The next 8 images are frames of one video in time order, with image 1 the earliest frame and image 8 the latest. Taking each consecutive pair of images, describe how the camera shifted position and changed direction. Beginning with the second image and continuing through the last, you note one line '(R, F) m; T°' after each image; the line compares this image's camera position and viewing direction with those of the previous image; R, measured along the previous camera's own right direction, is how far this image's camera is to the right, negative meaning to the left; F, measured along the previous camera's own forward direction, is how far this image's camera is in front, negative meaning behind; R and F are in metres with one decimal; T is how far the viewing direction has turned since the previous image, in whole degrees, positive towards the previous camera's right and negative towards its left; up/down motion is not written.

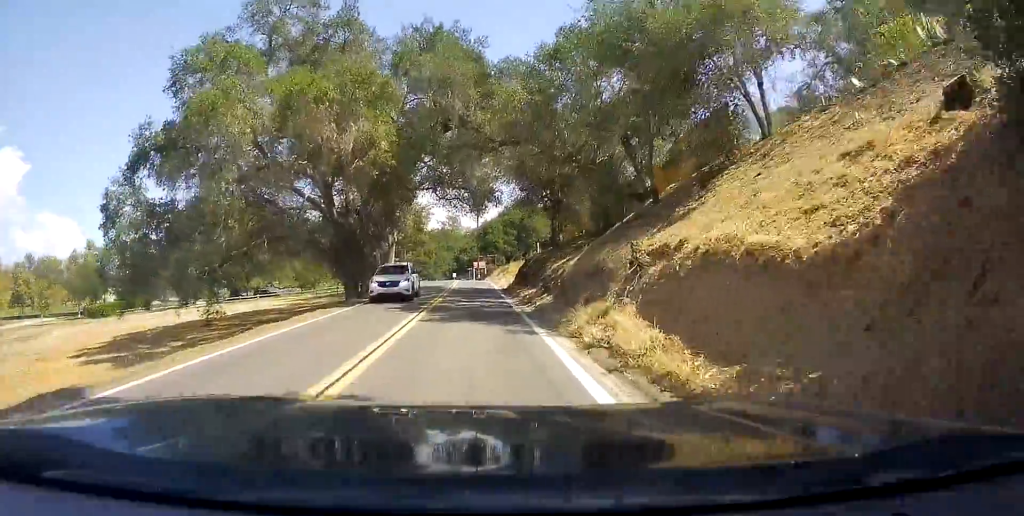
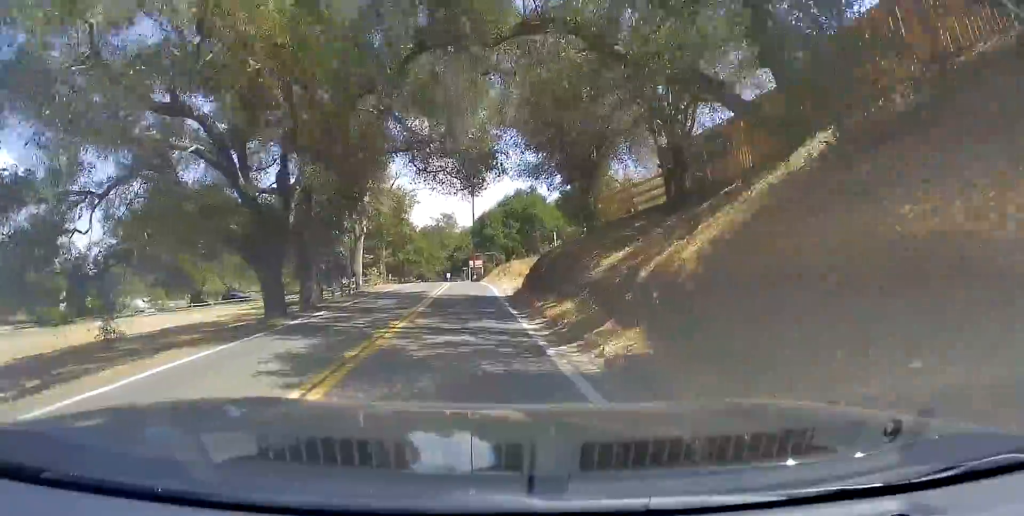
(+0.4, +12.0) m; +4°
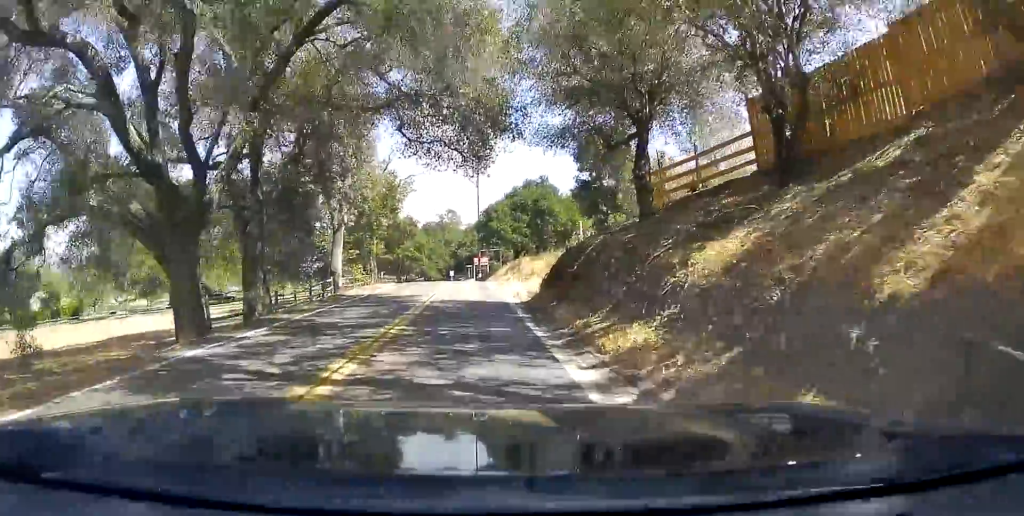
(+0.5, +6.9) m; +1°
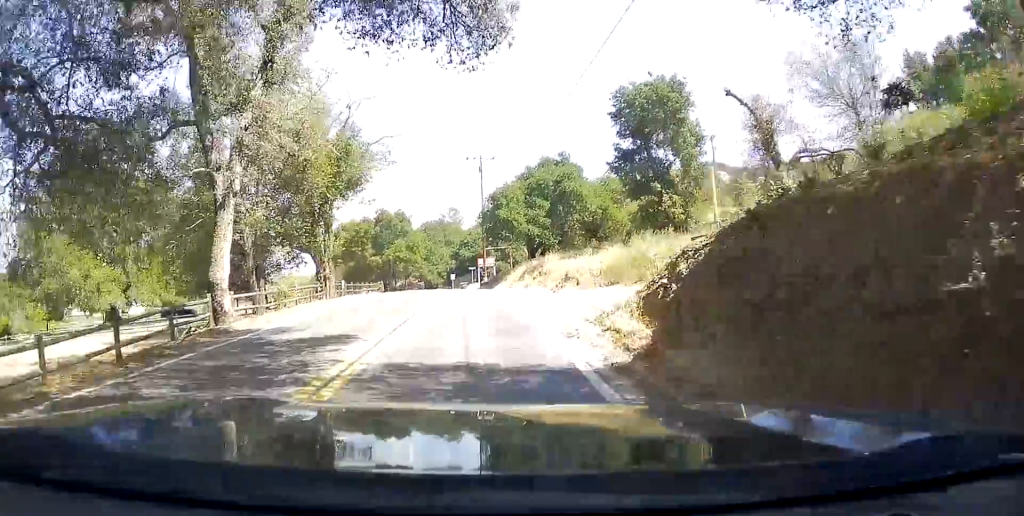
(0.0, +15.1) m; -1°
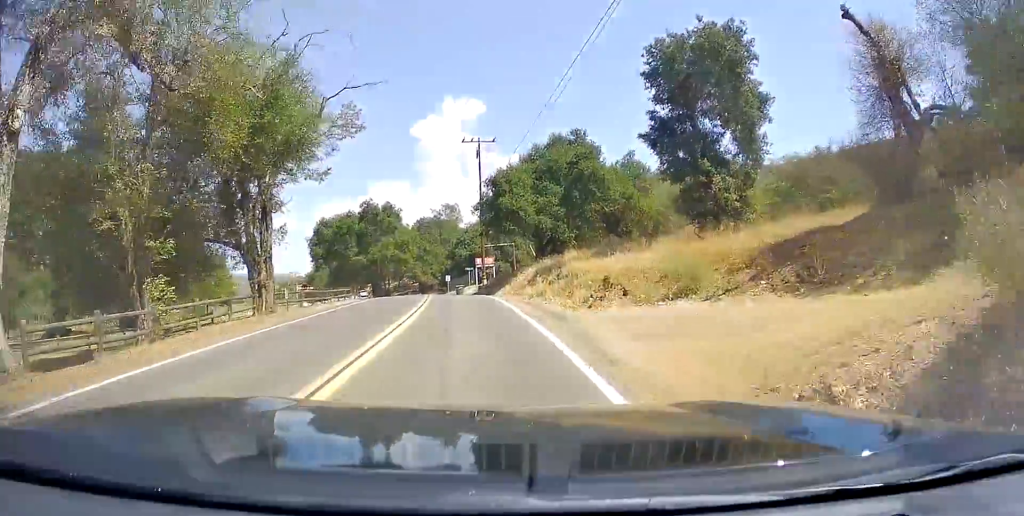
(-0.1, +9.3) m; -1°
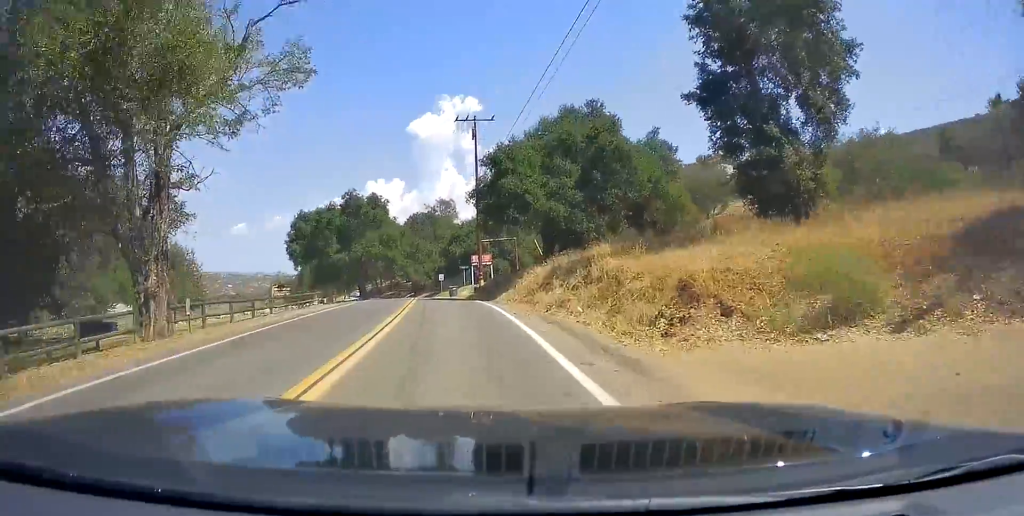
(0.0, +8.1) m; -1°
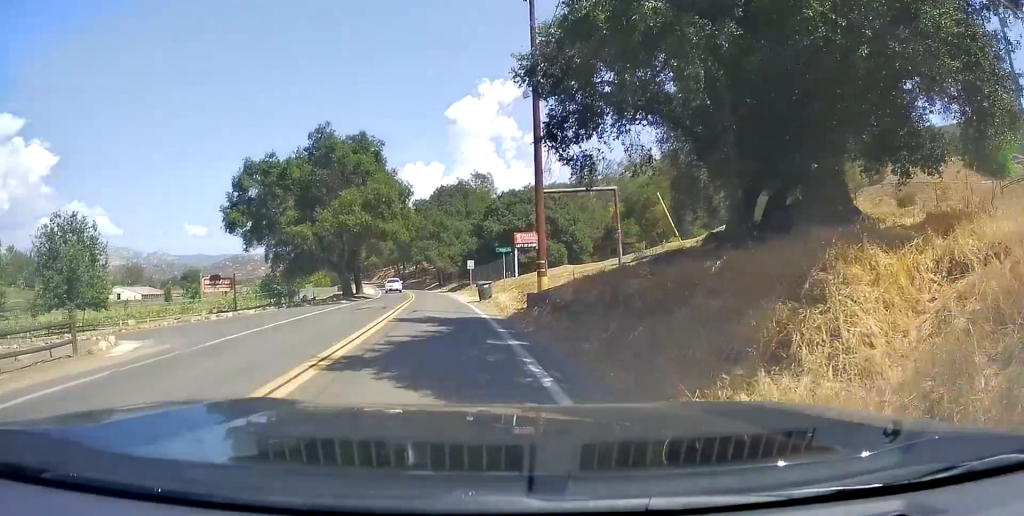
(+0.4, +27.2) m; +1°
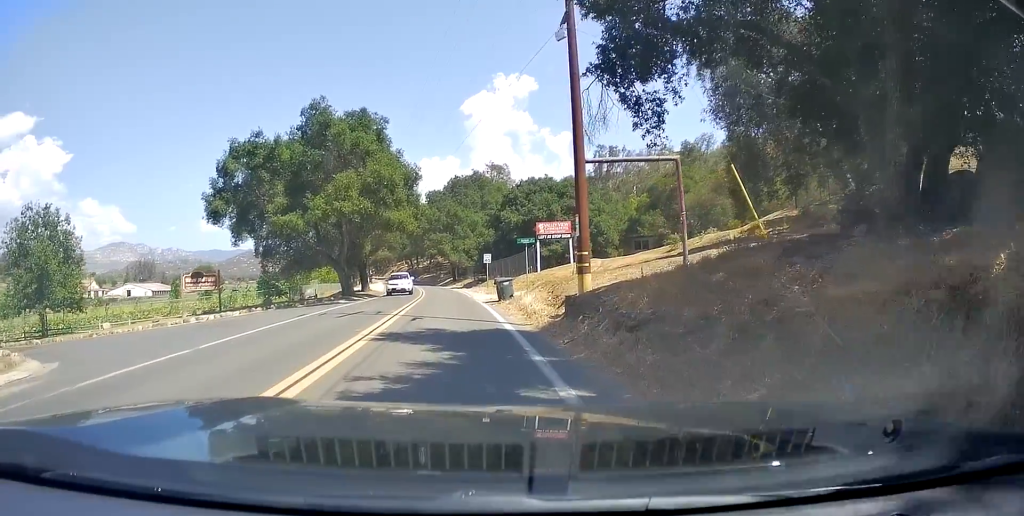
(+0.1, +6.1) m; -2°
